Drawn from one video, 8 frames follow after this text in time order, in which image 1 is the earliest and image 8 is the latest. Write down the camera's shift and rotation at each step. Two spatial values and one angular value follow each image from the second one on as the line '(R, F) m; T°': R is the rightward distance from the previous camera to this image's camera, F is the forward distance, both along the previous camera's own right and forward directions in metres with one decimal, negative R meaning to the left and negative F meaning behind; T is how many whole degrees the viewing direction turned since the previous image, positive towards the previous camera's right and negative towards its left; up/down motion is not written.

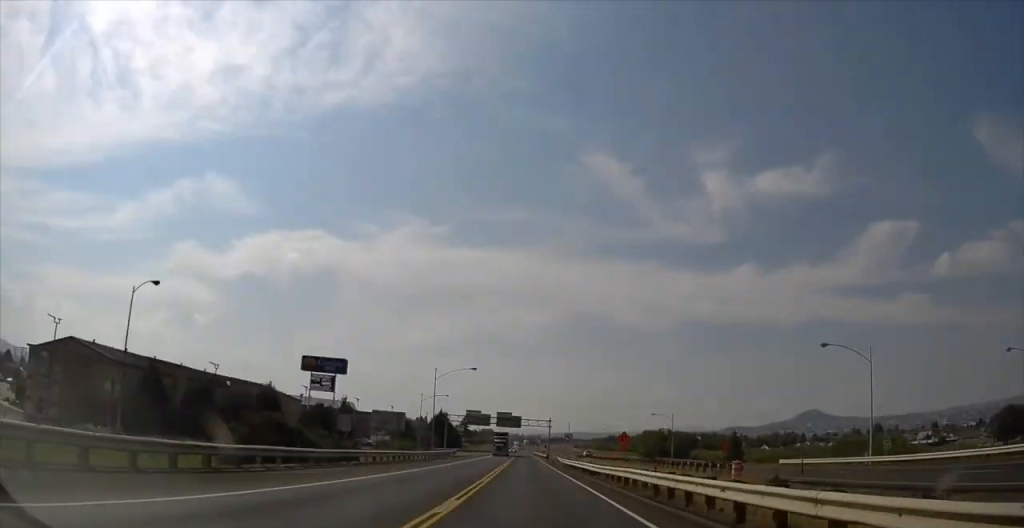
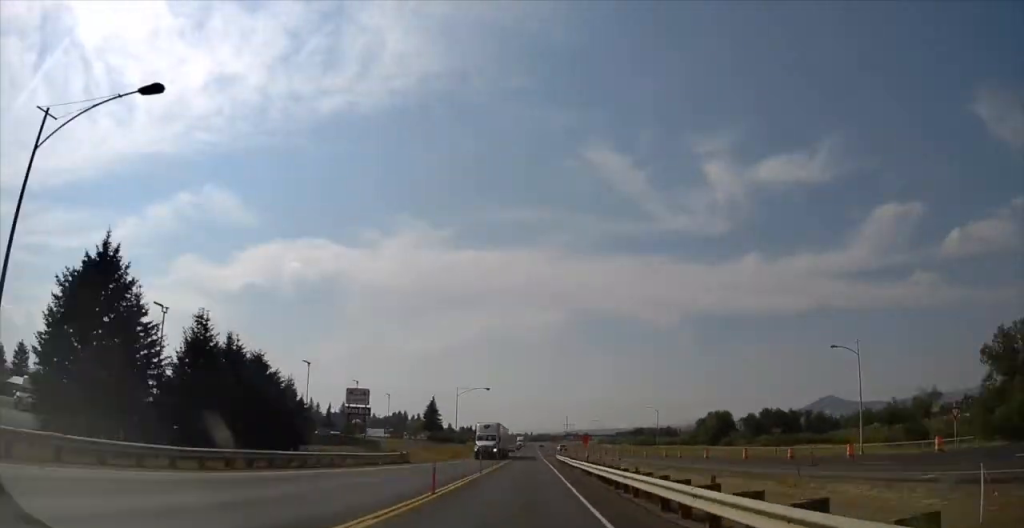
(-4.5, +154.5) m; -1°
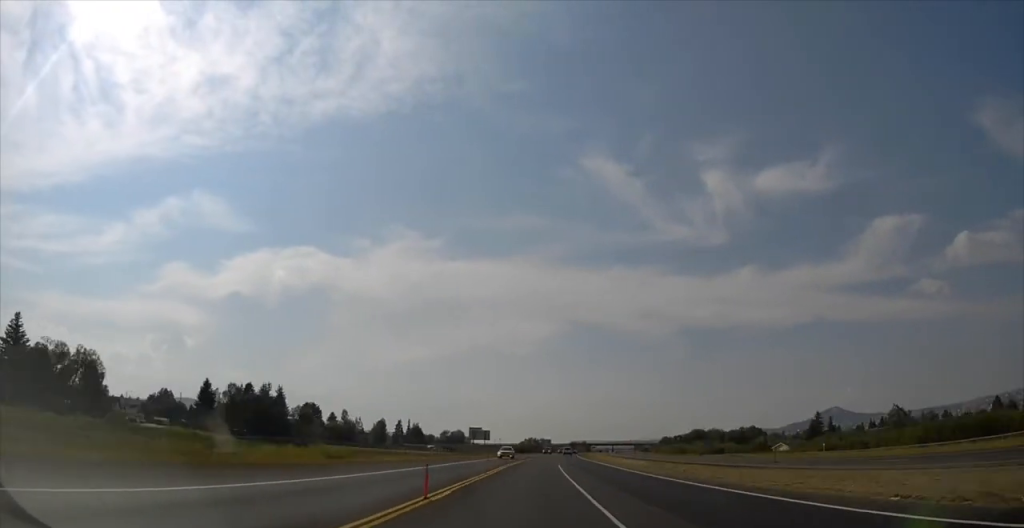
(+0.2, +277.5) m; +3°
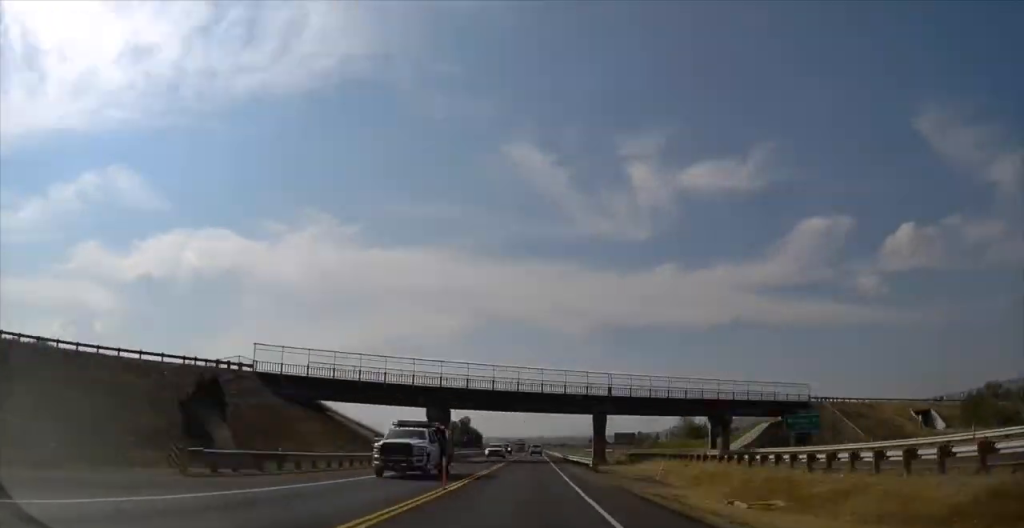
(+26.5, +404.4) m; +5°
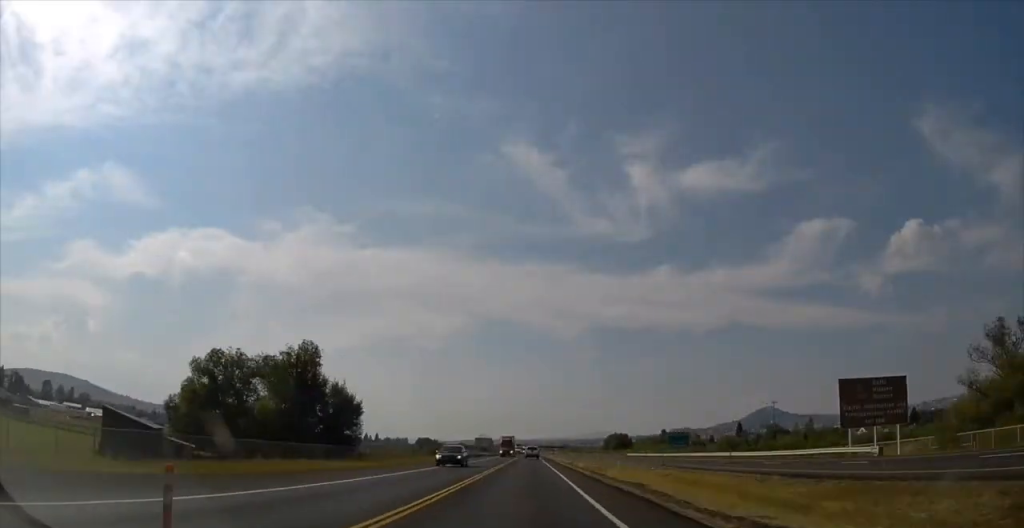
(+0.6, +155.5) m; 0°
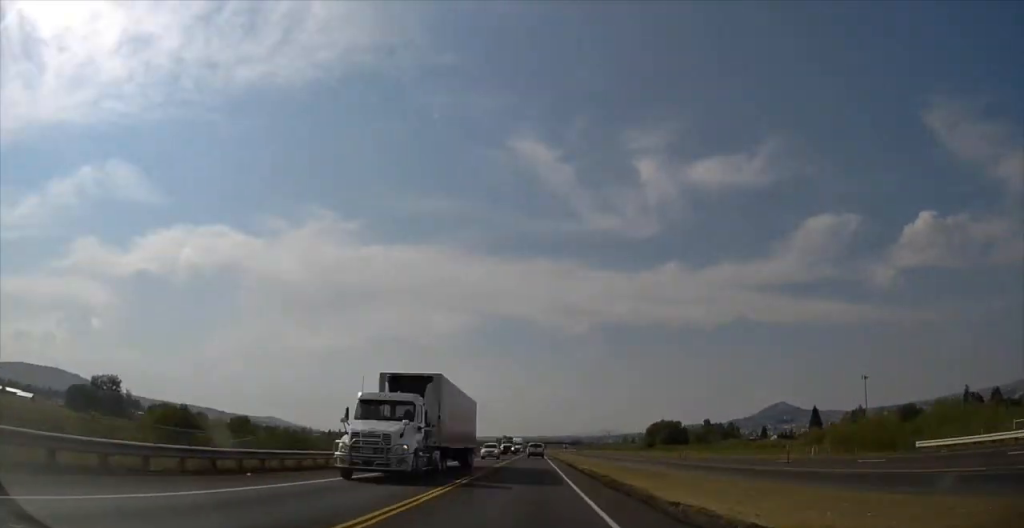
(+0.1, +118.0) m; 0°
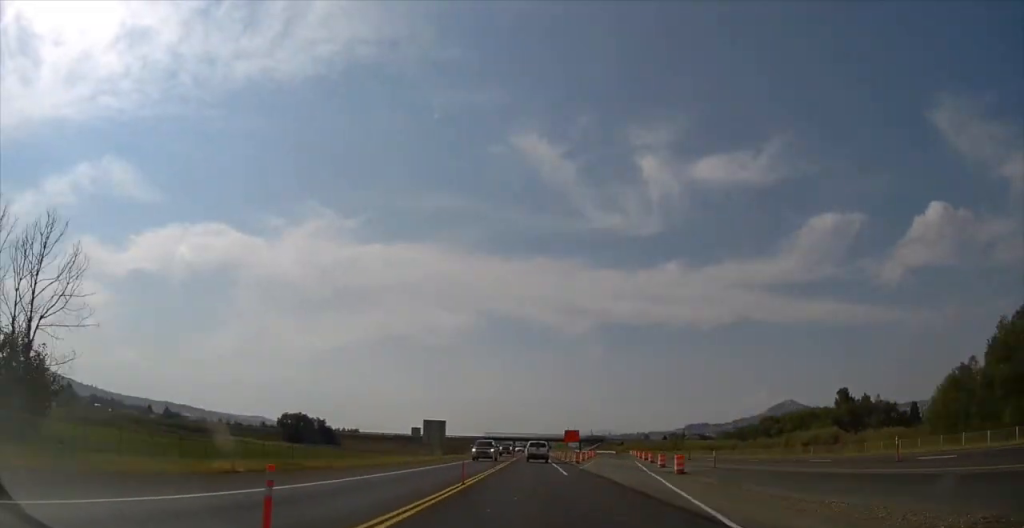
(-0.1, +194.7) m; 0°
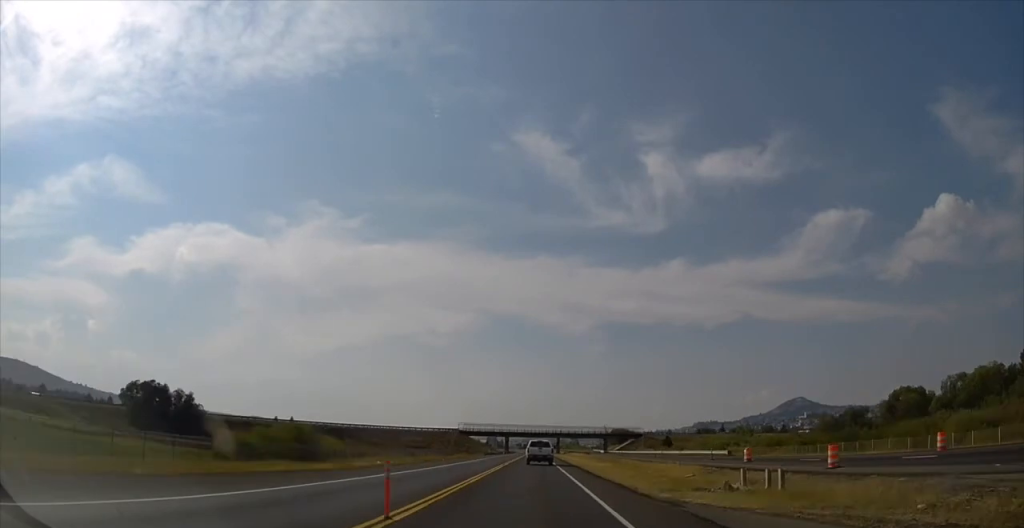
(0.0, +105.8) m; -1°
